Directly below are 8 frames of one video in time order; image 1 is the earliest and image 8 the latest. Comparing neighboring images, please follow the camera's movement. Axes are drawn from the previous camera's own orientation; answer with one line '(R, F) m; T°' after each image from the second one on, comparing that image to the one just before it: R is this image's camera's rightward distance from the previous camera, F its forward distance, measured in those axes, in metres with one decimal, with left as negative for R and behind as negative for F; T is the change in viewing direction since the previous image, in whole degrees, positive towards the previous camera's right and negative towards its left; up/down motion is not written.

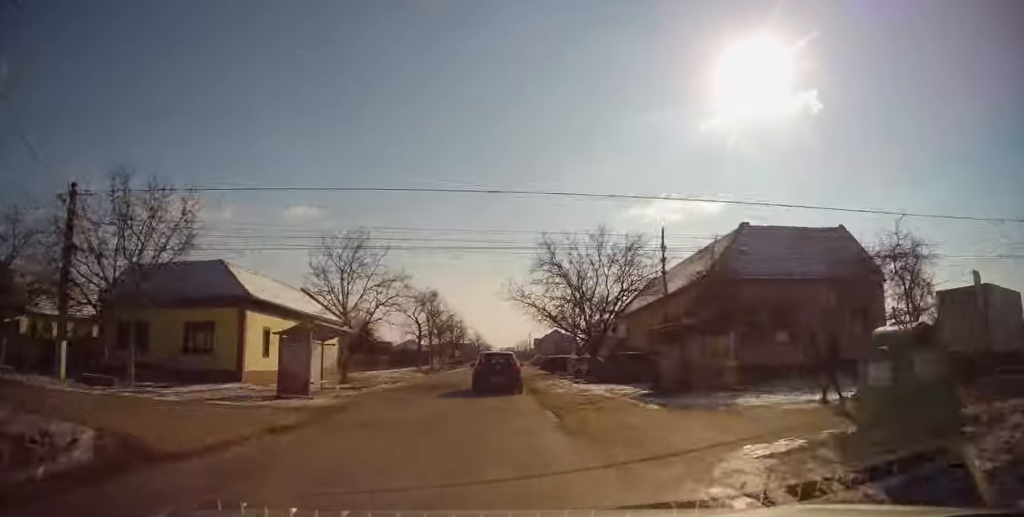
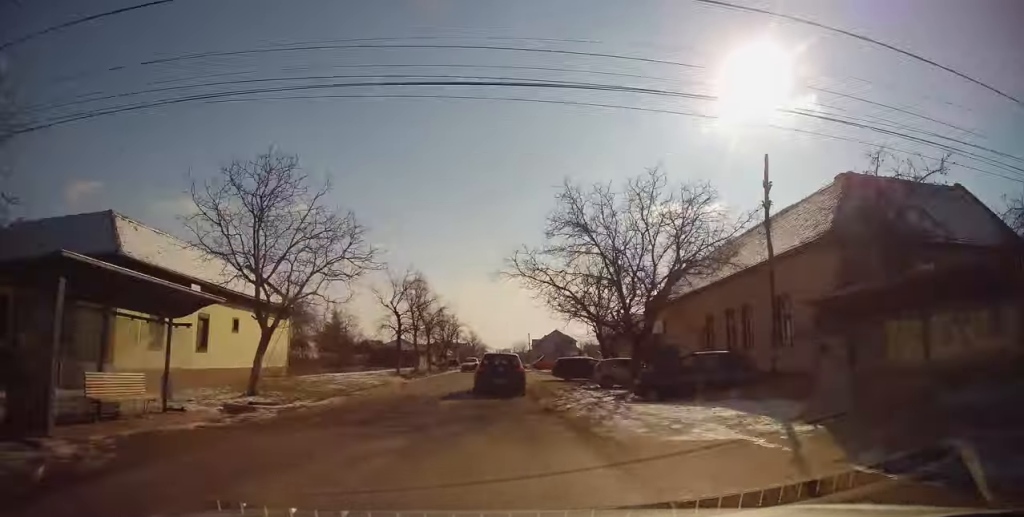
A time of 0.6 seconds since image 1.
(0.0, +10.8) m; 0°
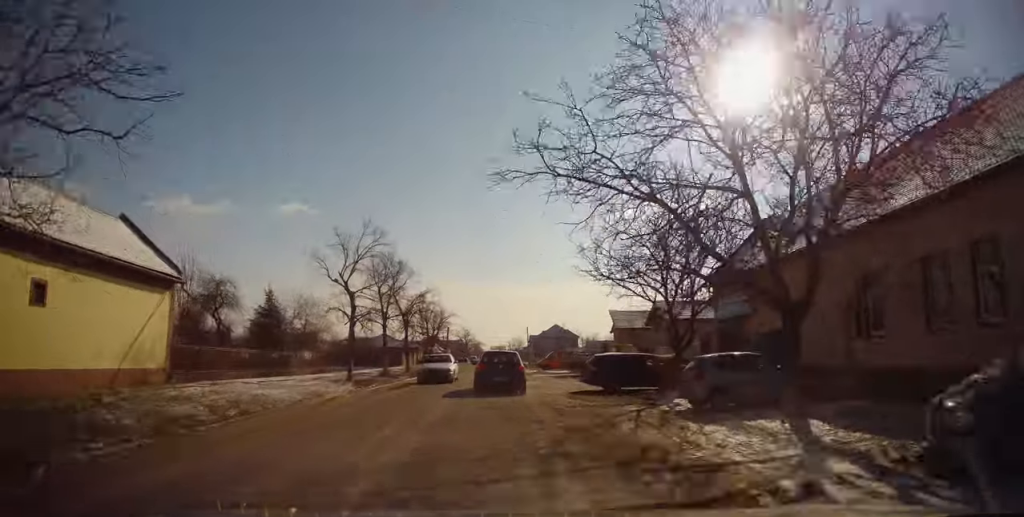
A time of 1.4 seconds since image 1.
(-0.3, +13.6) m; +1°
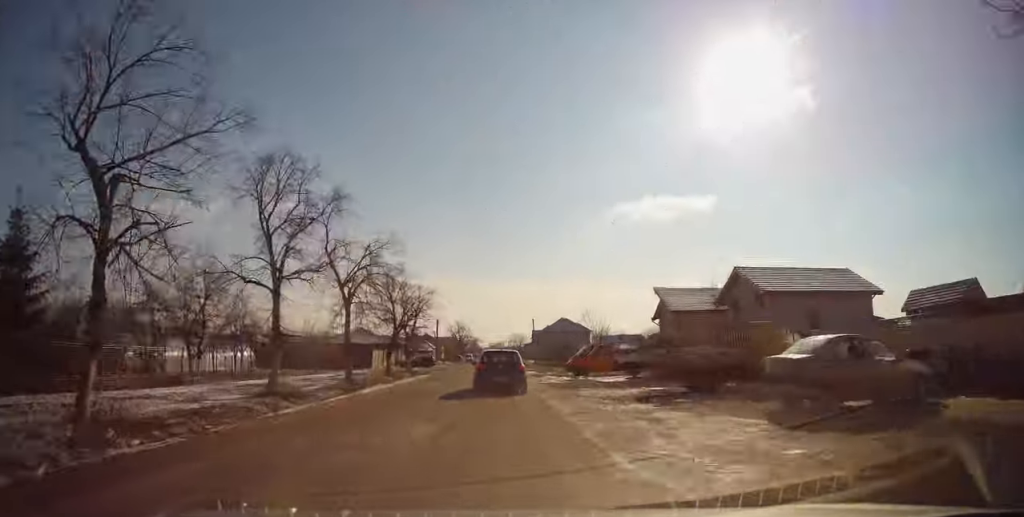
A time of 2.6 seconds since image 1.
(+0.7, +20.7) m; +1°
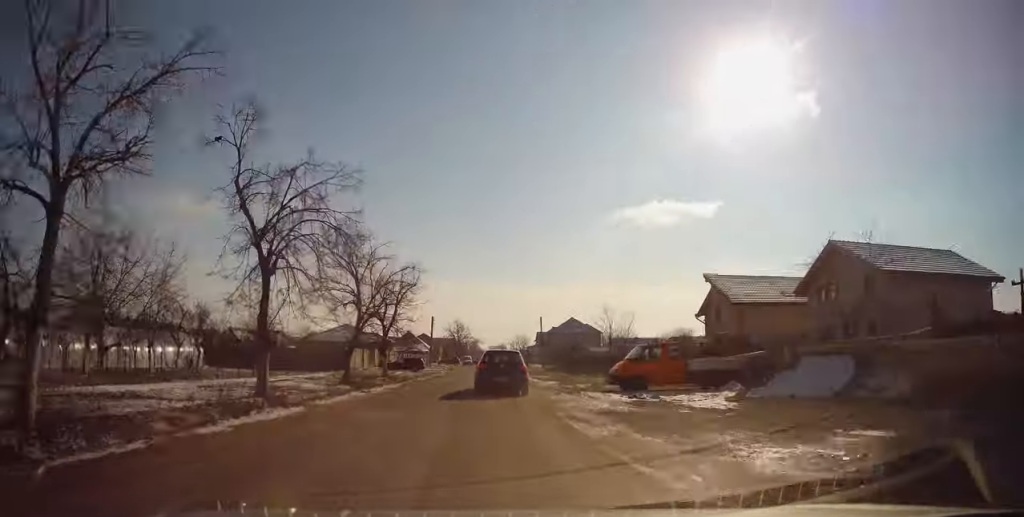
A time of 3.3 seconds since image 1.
(-0.2, +11.6) m; -1°
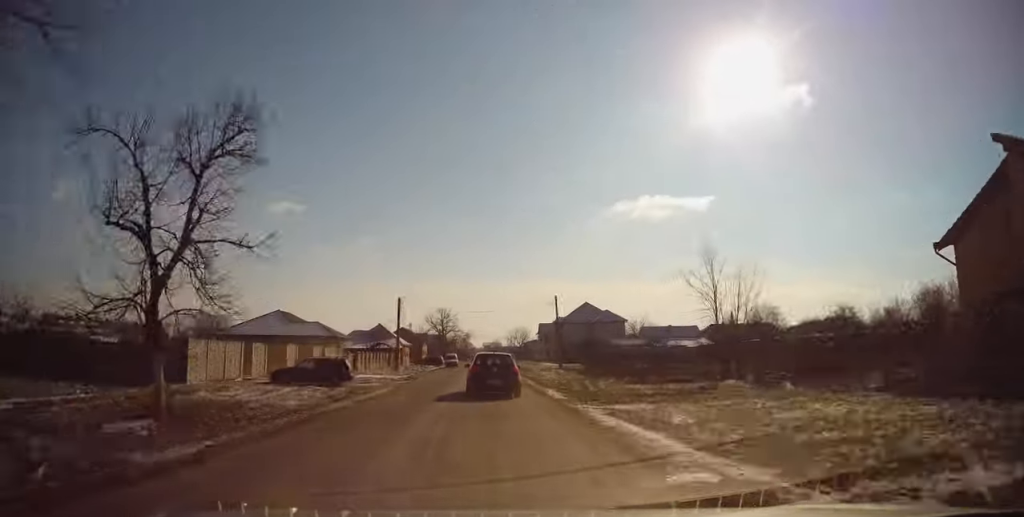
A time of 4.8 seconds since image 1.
(0.0, +27.3) m; +1°
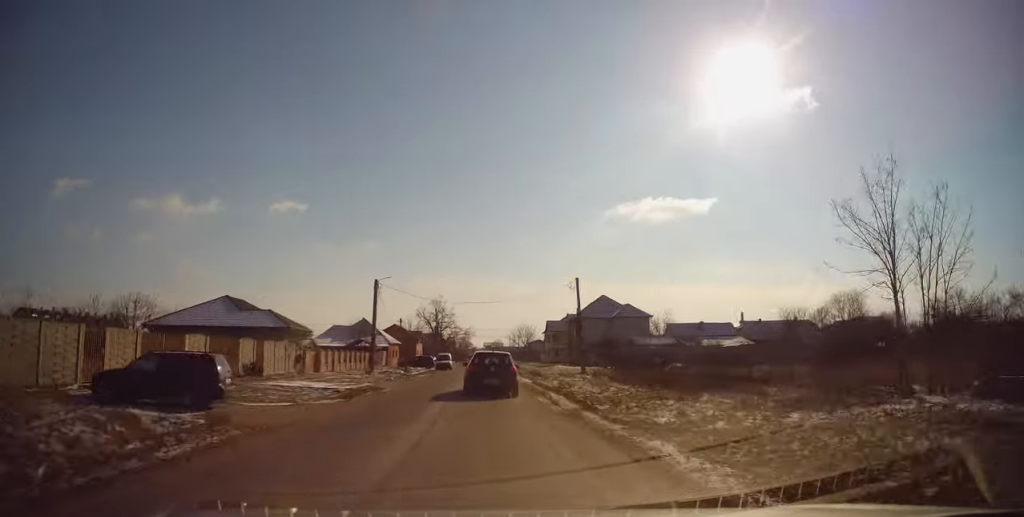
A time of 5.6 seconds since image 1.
(0.0, +13.8) m; +1°
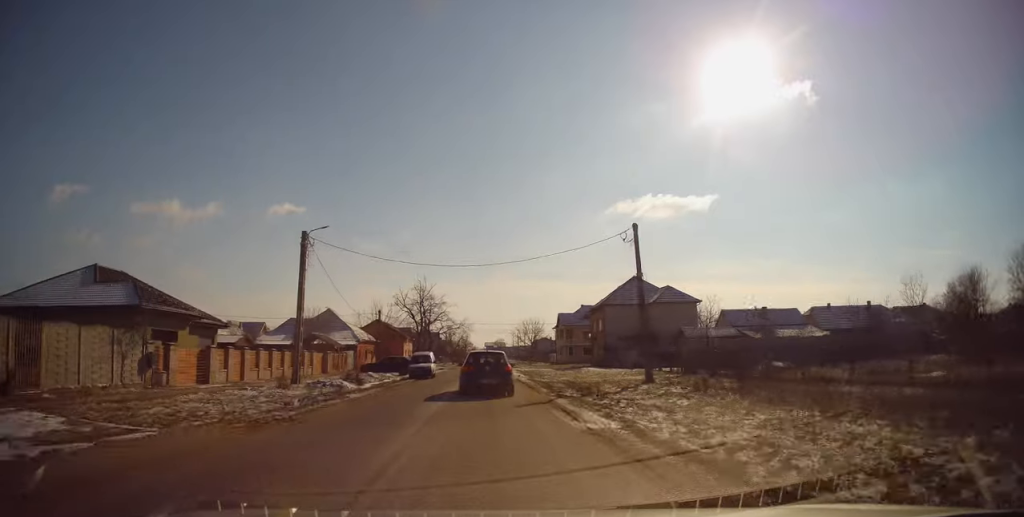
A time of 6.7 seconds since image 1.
(+0.2, +19.4) m; 0°
